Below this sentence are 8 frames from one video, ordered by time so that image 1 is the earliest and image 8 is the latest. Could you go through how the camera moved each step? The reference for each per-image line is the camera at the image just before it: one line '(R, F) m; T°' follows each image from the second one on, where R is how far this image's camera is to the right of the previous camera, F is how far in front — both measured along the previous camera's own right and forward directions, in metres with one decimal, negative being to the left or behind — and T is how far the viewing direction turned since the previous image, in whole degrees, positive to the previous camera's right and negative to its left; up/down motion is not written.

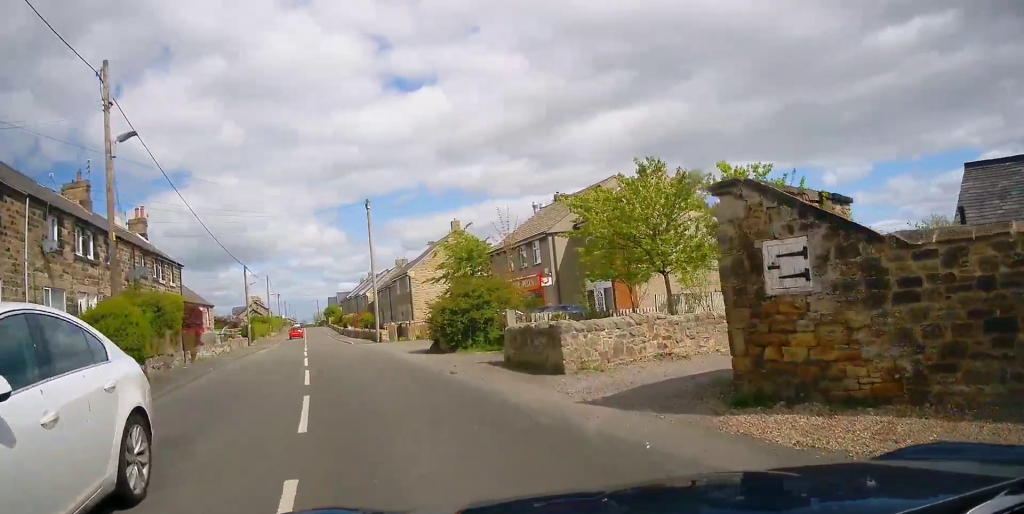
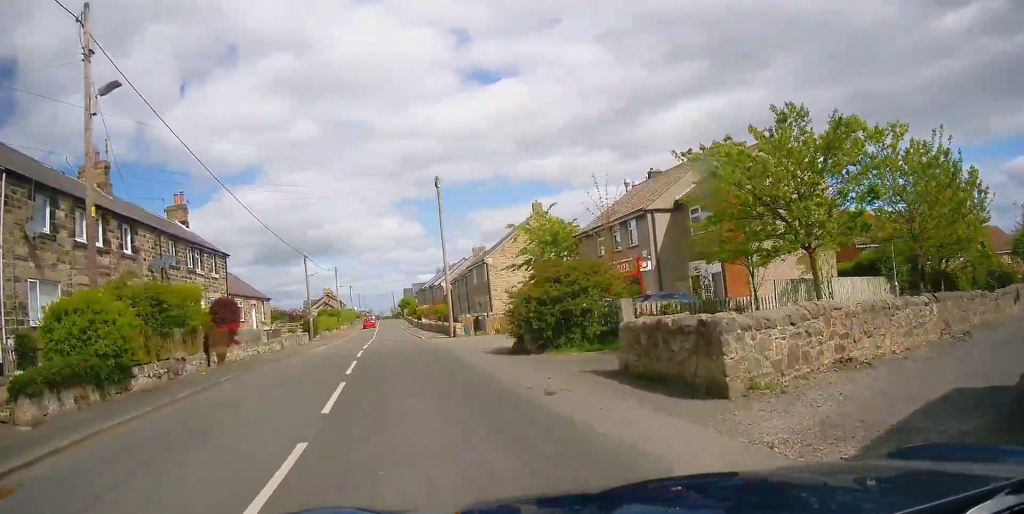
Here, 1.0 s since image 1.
(-0.2, +3.3) m; -7°
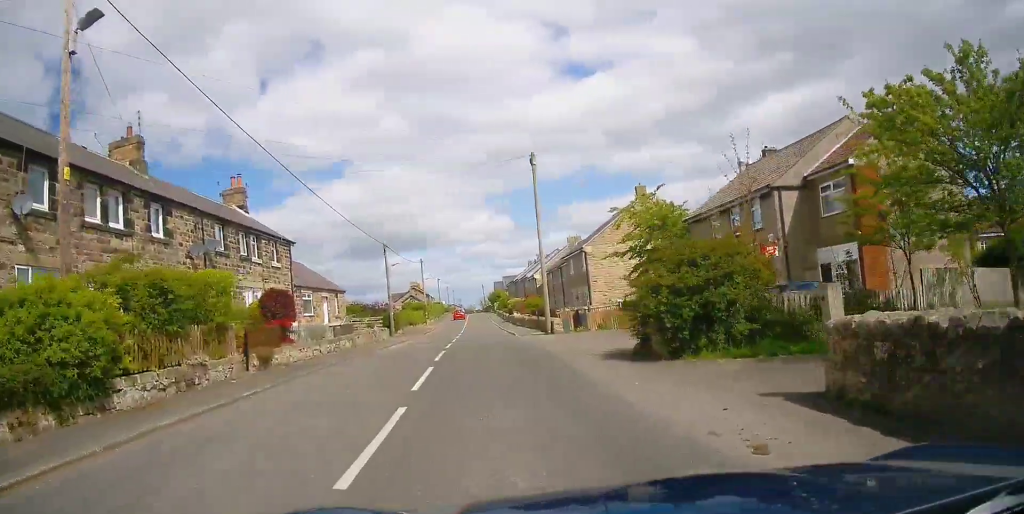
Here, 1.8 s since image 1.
(-0.1, +3.2) m; -5°
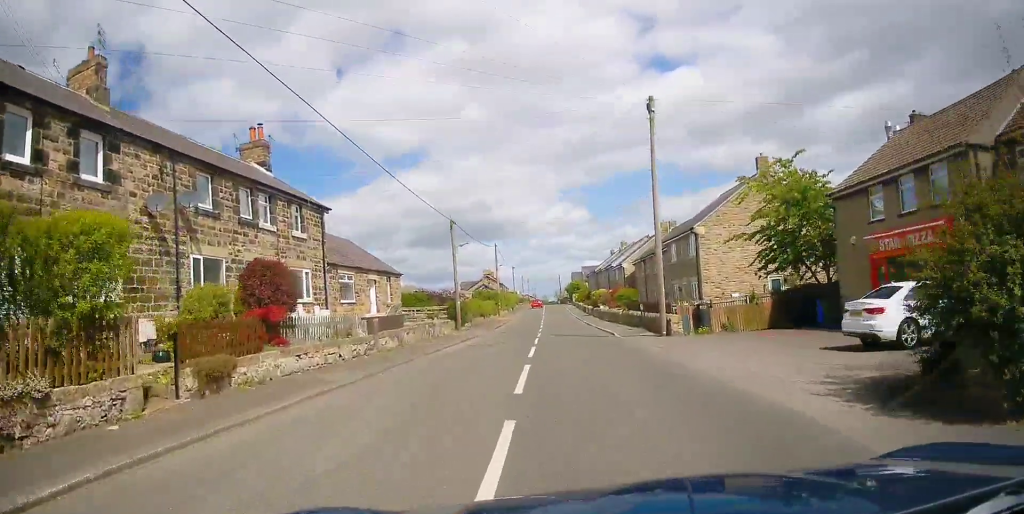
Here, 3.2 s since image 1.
(-0.4, +6.3) m; -6°
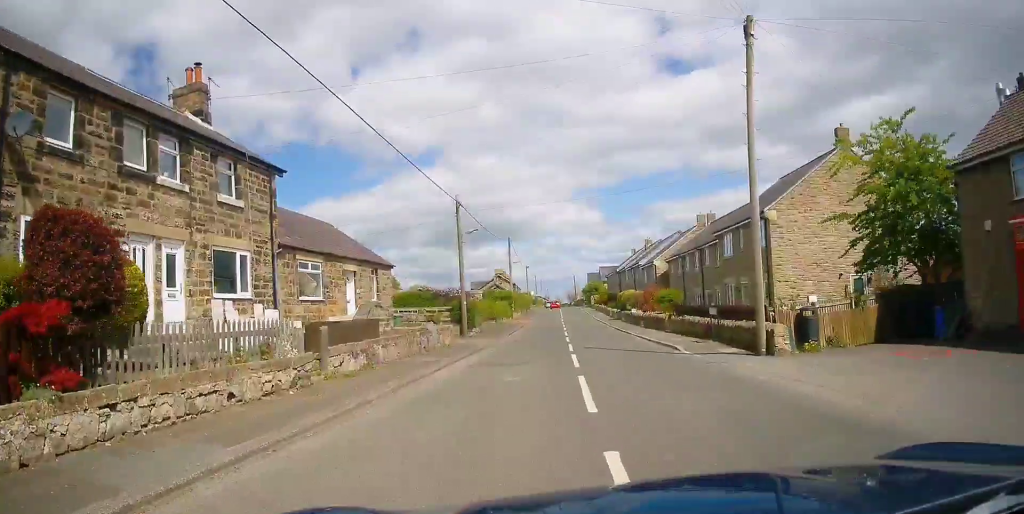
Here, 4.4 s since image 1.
(-0.2, +6.9) m; -4°
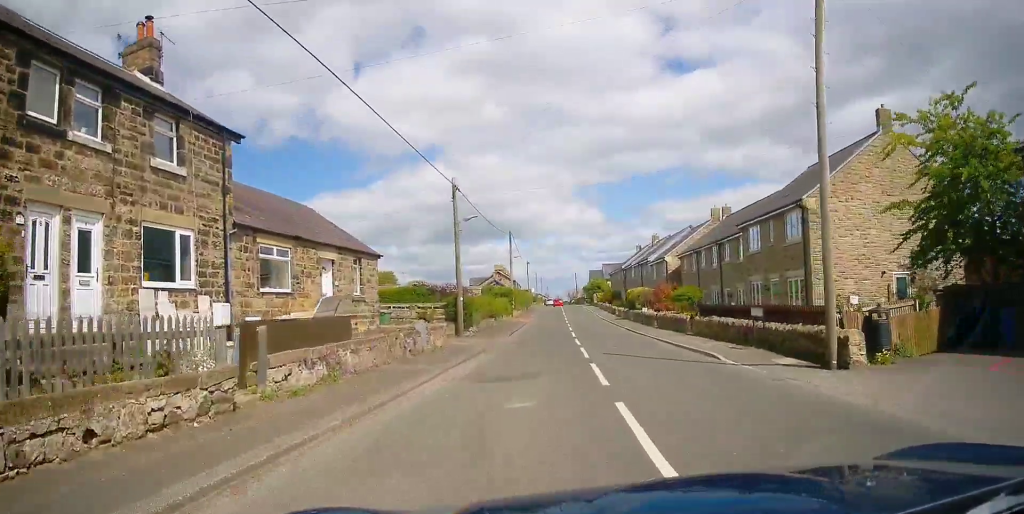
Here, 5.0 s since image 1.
(-0.1, +2.9) m; -1°
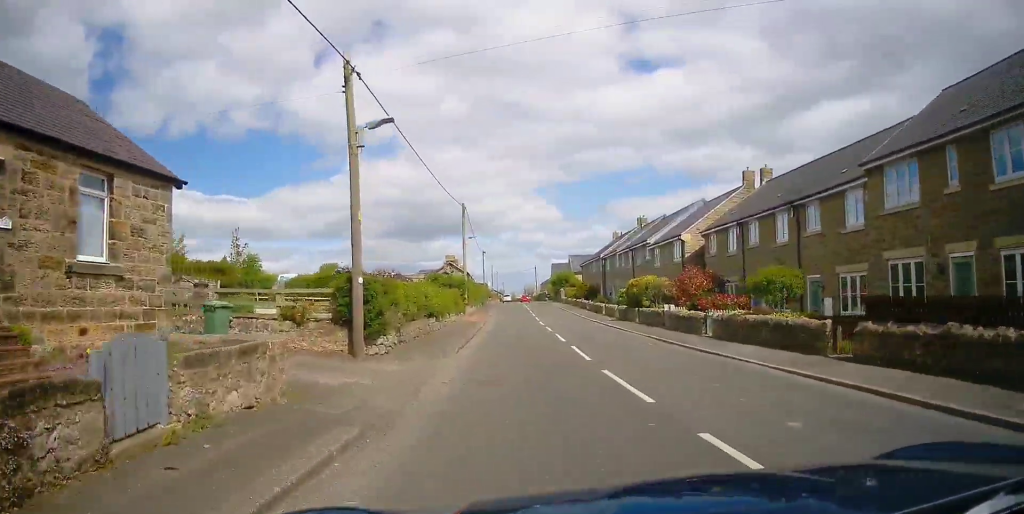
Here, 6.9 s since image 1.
(+0.2, +12.1) m; +4°
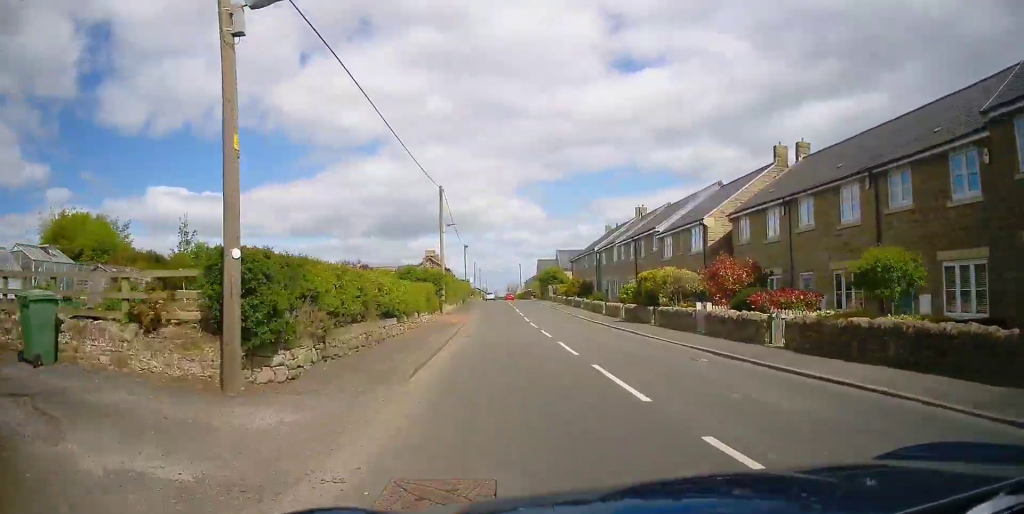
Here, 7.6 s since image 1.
(+0.1, +5.2) m; +1°
